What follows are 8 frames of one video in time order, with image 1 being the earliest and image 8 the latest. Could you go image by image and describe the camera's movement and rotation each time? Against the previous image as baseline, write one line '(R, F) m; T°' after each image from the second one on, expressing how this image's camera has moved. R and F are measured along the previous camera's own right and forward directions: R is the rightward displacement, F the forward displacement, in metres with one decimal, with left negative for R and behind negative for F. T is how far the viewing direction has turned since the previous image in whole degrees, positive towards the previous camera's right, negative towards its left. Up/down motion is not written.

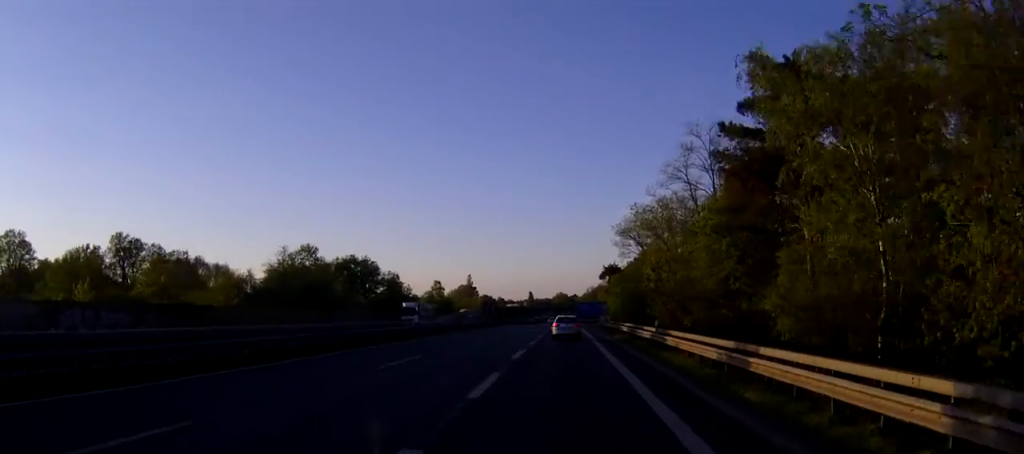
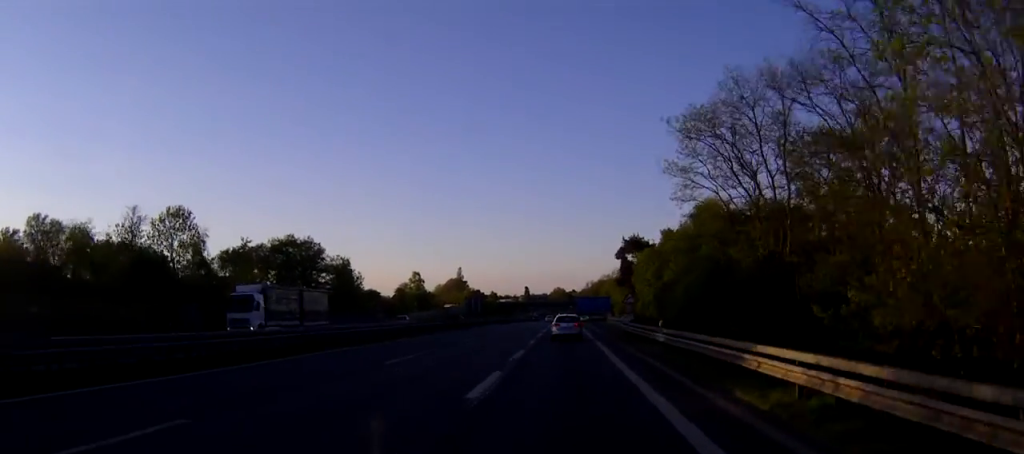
(0.0, +36.1) m; 0°
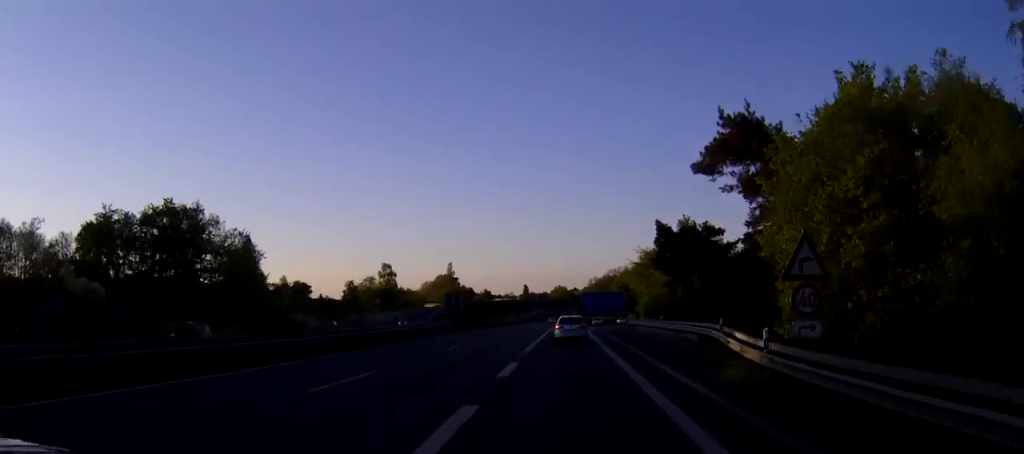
(+0.2, +41.8) m; 0°
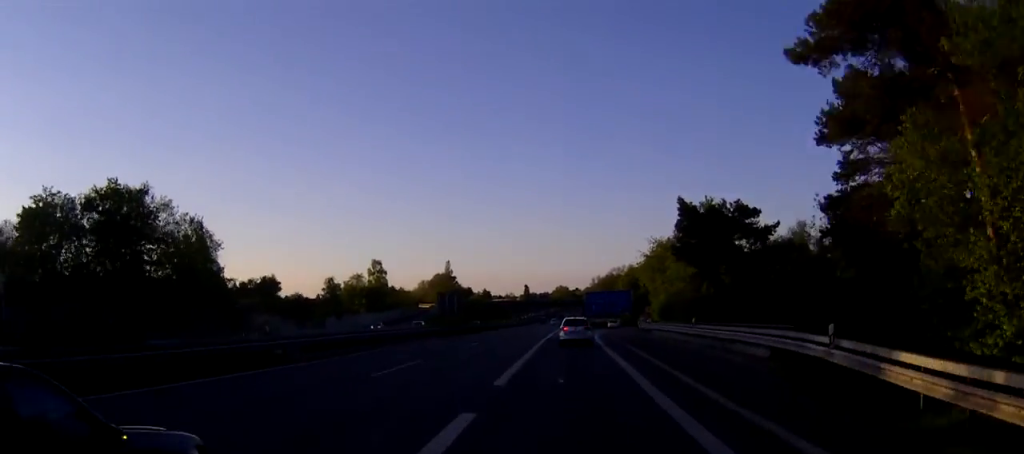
(0.0, +12.8) m; 0°
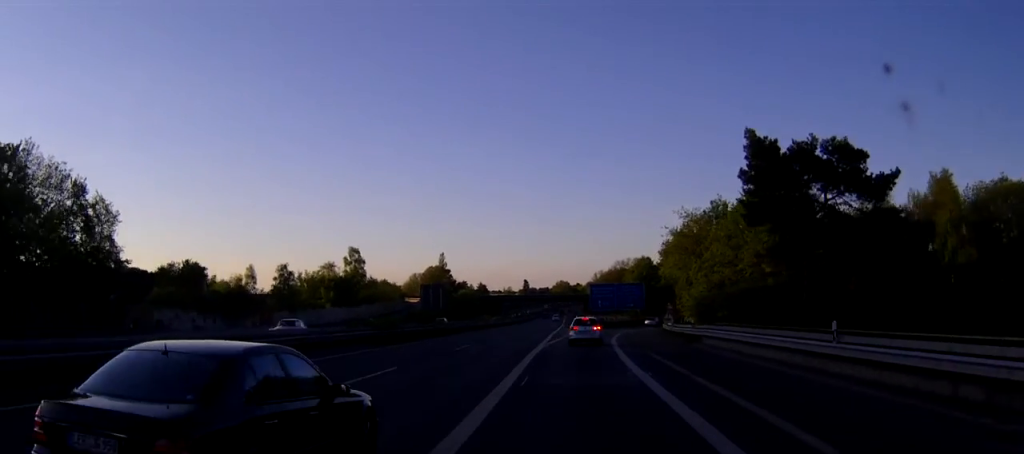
(0.0, +21.7) m; 0°
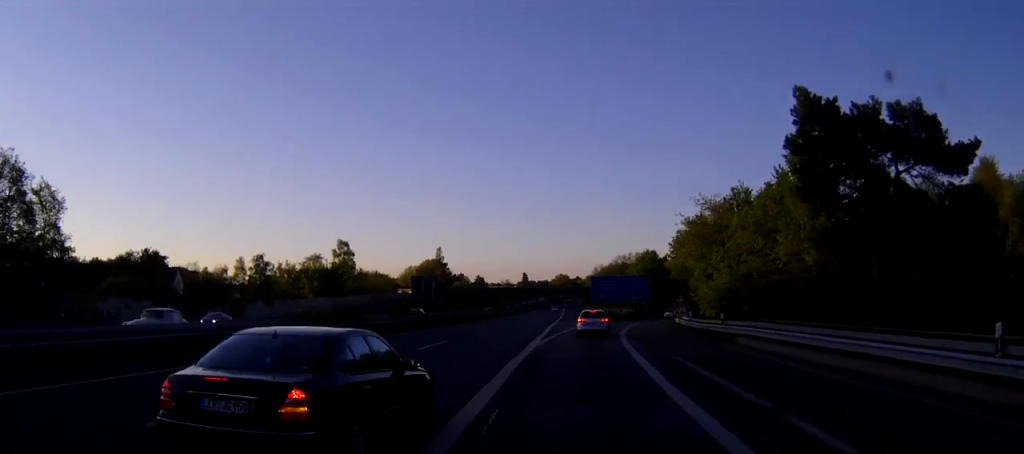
(0.0, +8.5) m; 0°
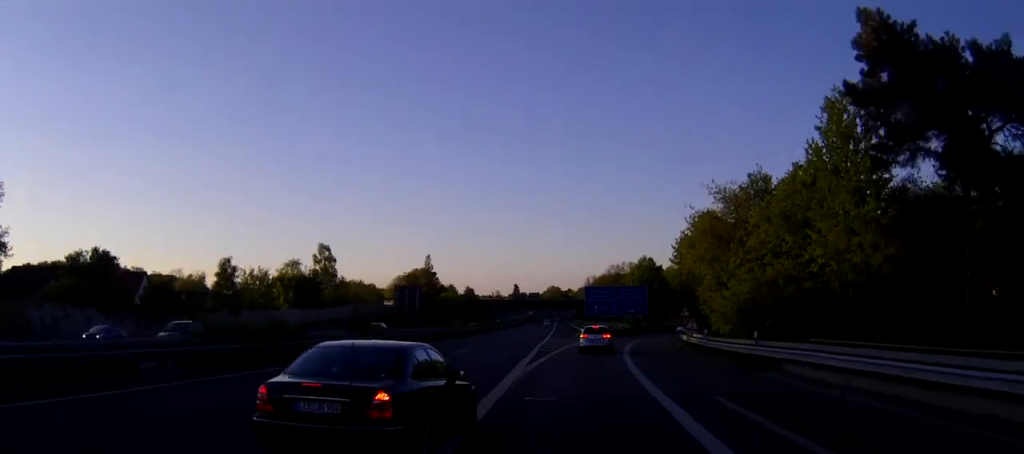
(0.0, +7.7) m; 0°
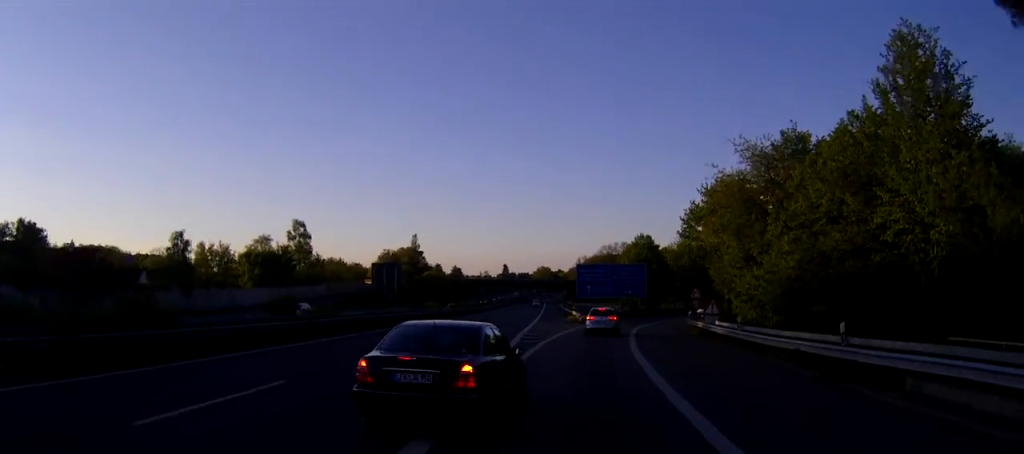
(+0.1, +9.8) m; +1°
